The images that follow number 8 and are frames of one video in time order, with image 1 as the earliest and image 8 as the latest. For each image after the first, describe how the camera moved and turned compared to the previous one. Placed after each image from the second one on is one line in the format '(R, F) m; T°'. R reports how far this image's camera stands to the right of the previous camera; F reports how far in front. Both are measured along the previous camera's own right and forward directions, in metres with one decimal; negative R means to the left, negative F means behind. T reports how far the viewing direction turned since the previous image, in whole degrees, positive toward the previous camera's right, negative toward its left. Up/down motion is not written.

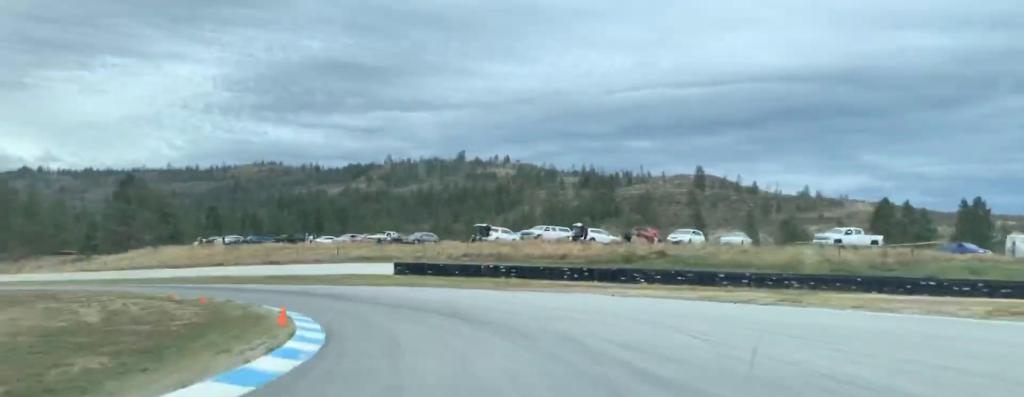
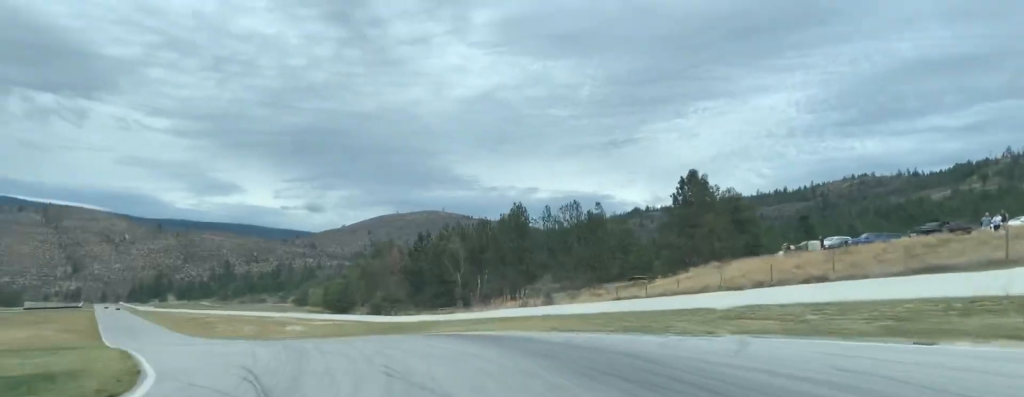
(-16.3, +45.9) m; -41°
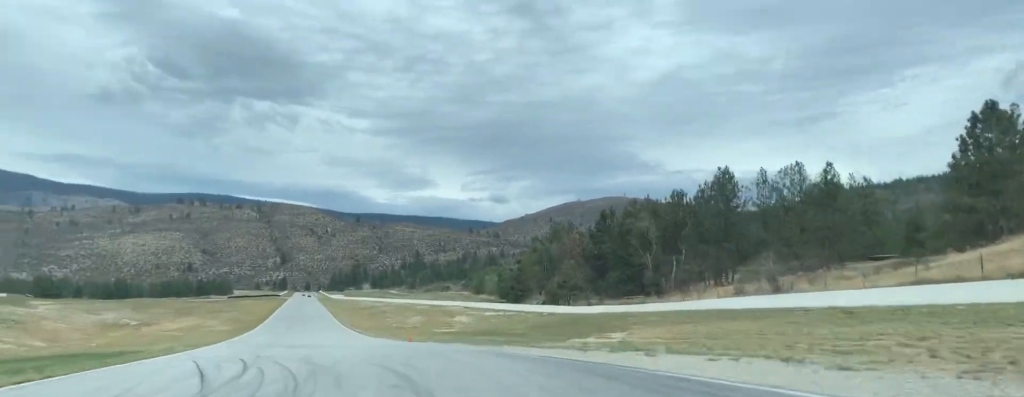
(-4.0, +22.6) m; -20°
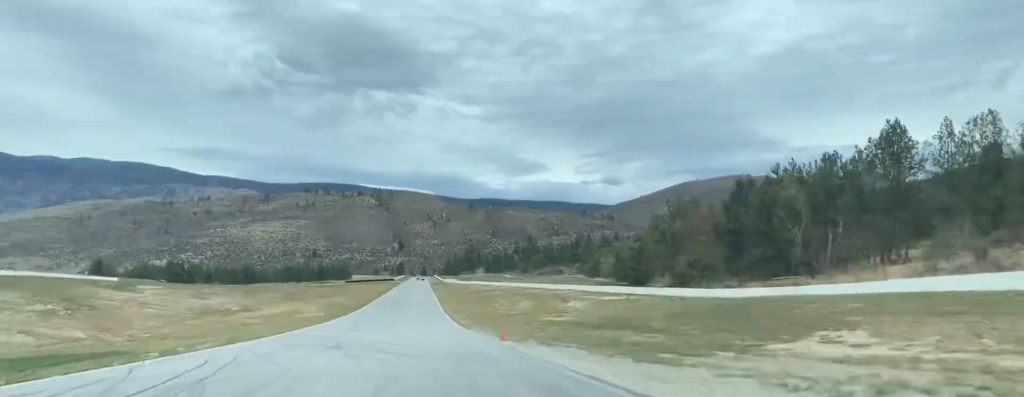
(-1.1, +15.9) m; -13°
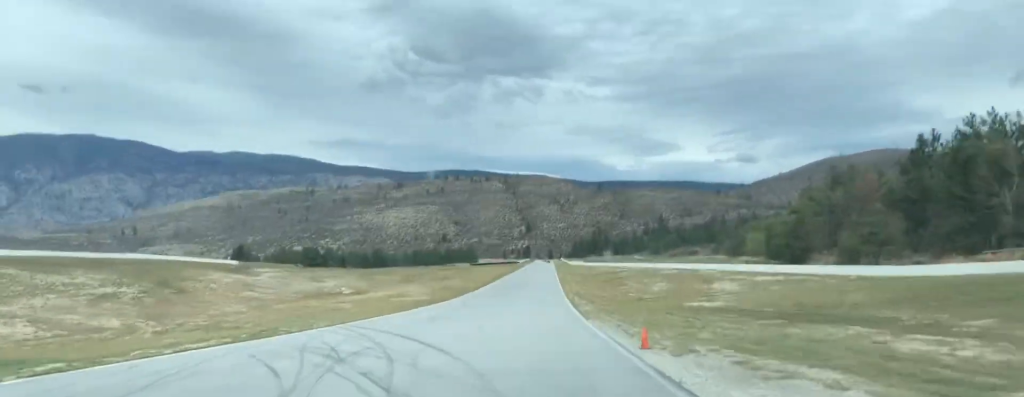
(-2.4, +16.3) m; -7°
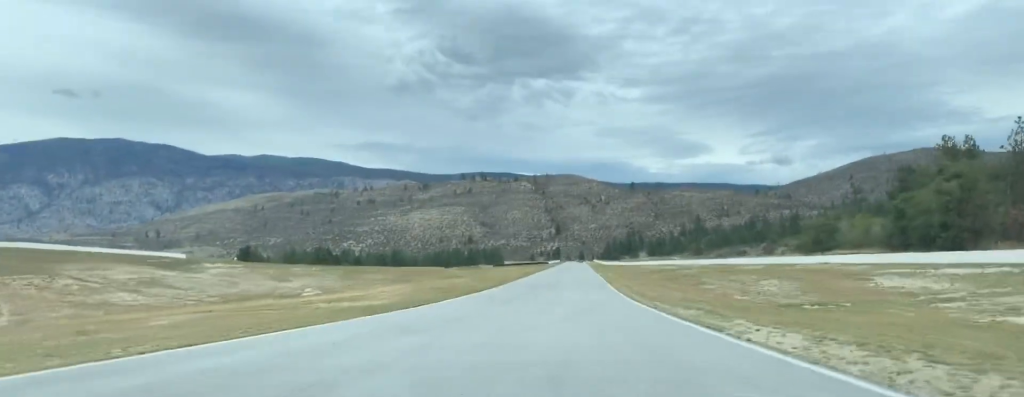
(-5.5, +40.7) m; -6°
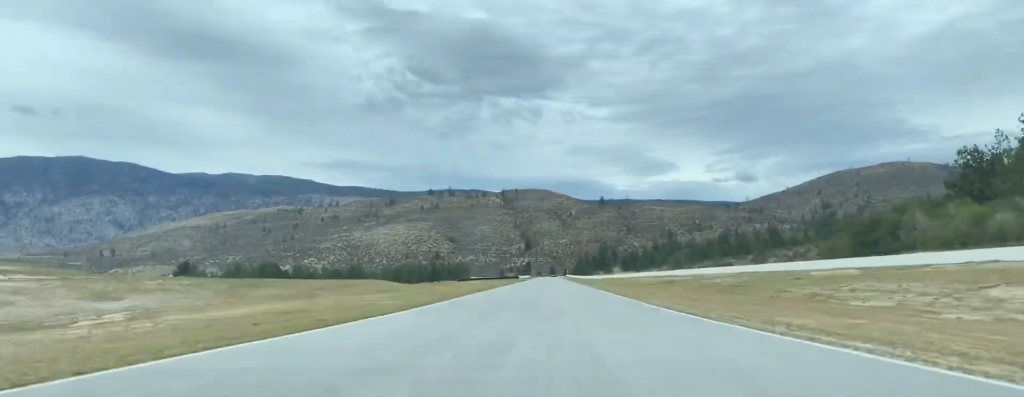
(+1.4, +45.0) m; +5°
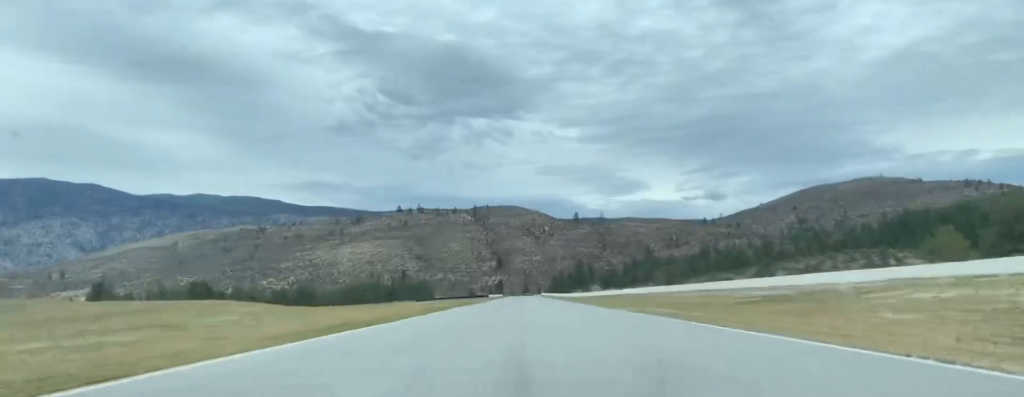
(+3.8, +56.3) m; +5°
